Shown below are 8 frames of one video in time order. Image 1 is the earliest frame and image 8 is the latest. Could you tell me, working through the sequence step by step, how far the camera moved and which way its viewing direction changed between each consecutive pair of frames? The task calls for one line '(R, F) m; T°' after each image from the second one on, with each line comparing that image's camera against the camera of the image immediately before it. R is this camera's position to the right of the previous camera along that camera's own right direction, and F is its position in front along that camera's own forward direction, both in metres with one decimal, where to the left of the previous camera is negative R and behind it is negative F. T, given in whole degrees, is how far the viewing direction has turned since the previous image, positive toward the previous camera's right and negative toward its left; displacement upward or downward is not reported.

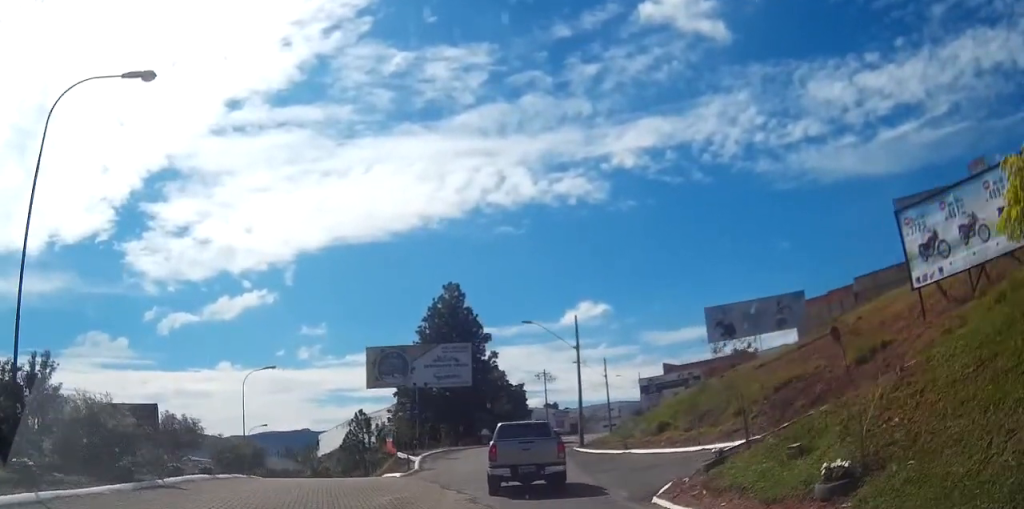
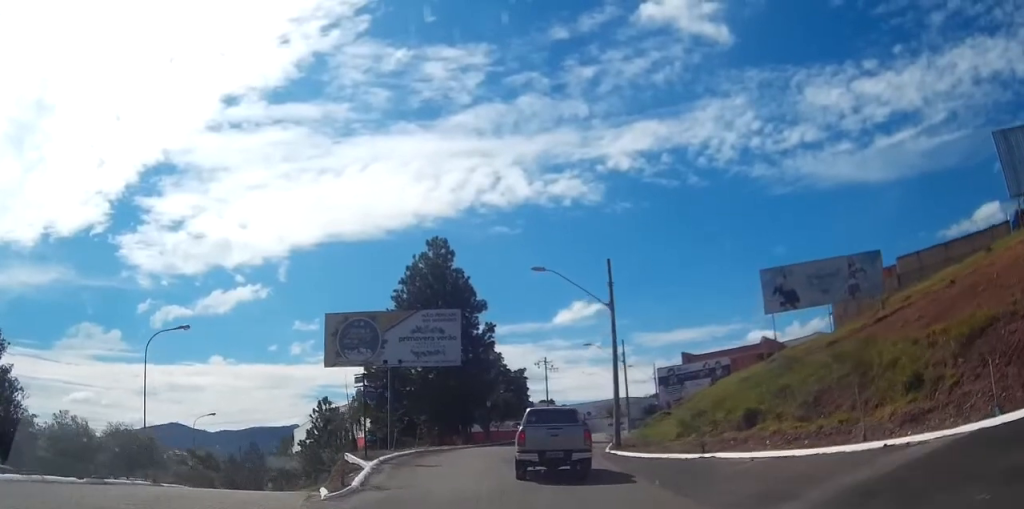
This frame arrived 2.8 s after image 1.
(+0.1, +14.7) m; +1°
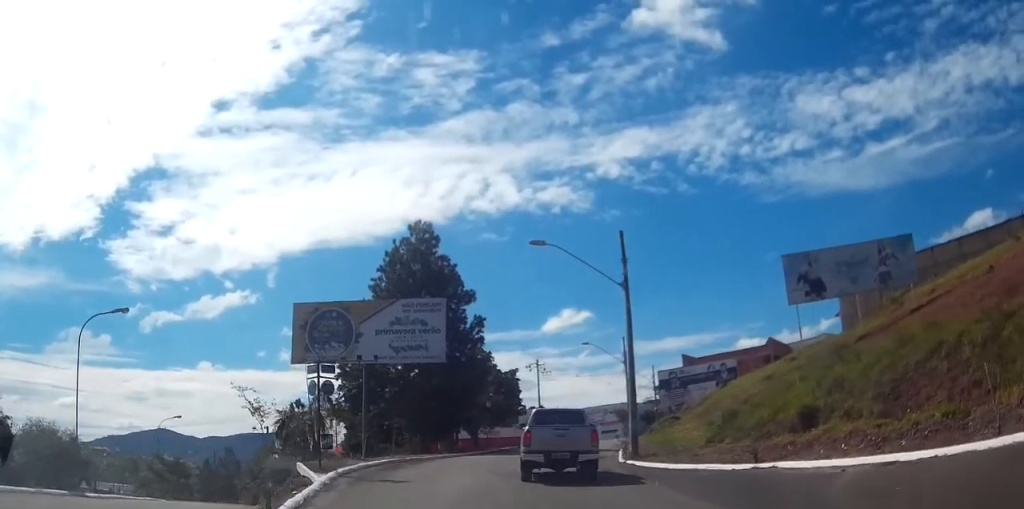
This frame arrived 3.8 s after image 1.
(0.0, +5.8) m; +1°
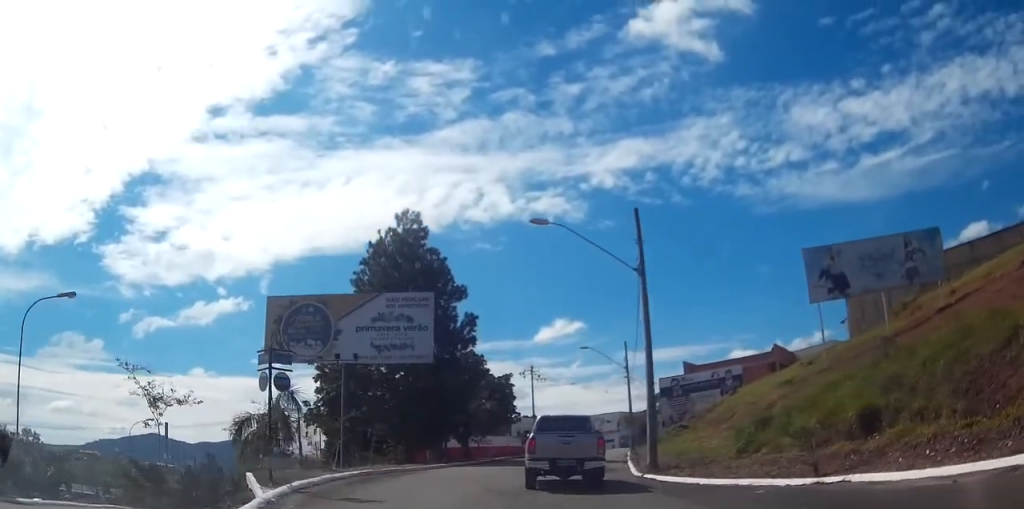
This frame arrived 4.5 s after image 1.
(0.0, +4.1) m; +2°
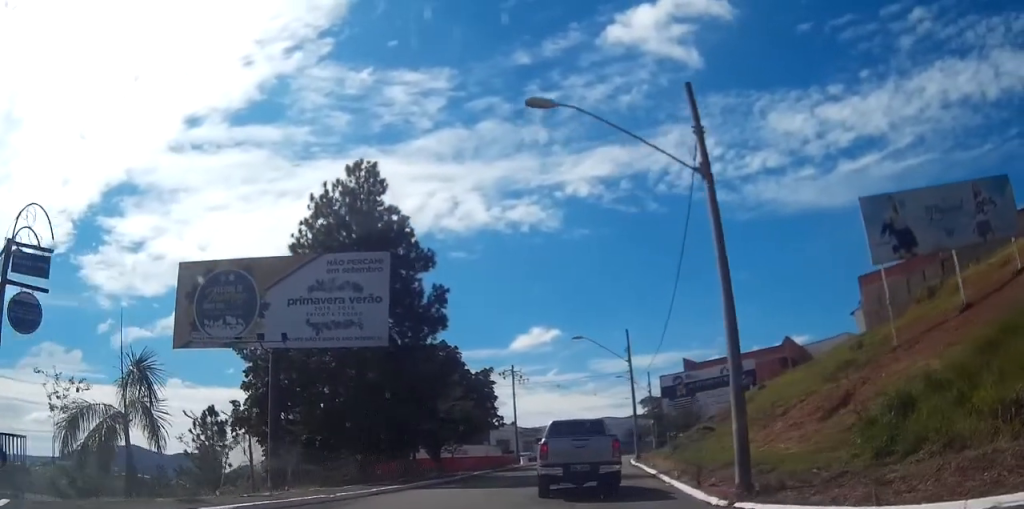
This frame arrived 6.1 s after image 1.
(+0.4, +9.6) m; +4°
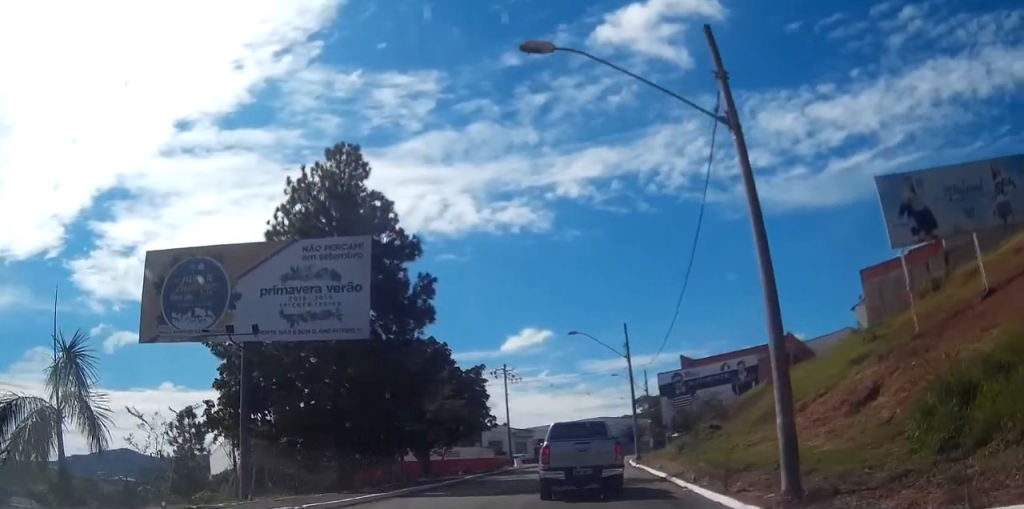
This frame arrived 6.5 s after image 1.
(0.0, +2.6) m; +2°
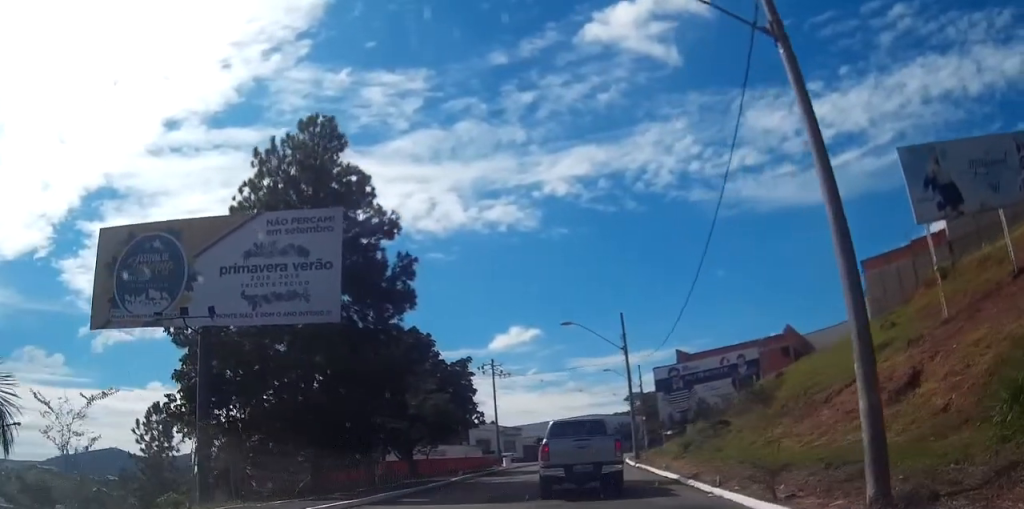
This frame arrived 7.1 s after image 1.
(0.0, +3.1) m; +3°
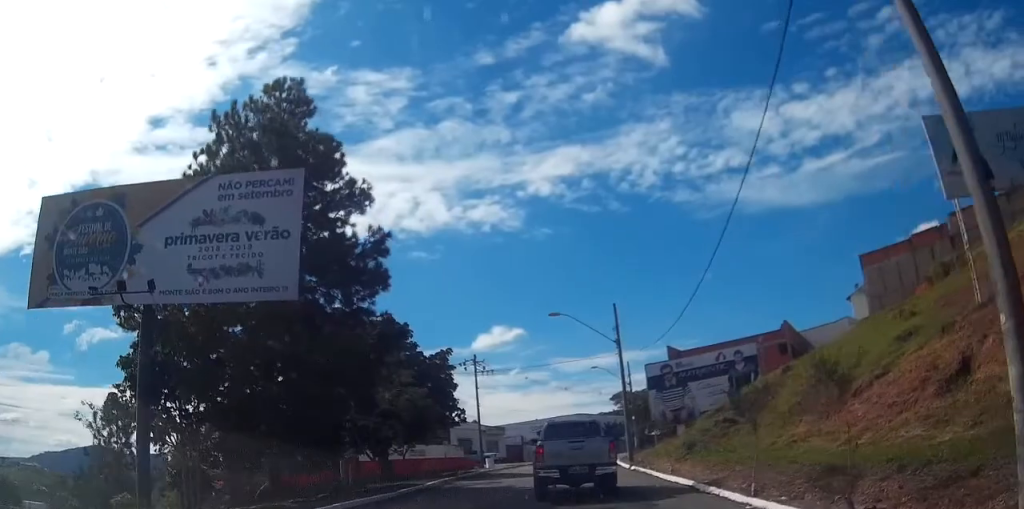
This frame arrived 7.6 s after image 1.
(+0.1, +3.3) m; 0°
